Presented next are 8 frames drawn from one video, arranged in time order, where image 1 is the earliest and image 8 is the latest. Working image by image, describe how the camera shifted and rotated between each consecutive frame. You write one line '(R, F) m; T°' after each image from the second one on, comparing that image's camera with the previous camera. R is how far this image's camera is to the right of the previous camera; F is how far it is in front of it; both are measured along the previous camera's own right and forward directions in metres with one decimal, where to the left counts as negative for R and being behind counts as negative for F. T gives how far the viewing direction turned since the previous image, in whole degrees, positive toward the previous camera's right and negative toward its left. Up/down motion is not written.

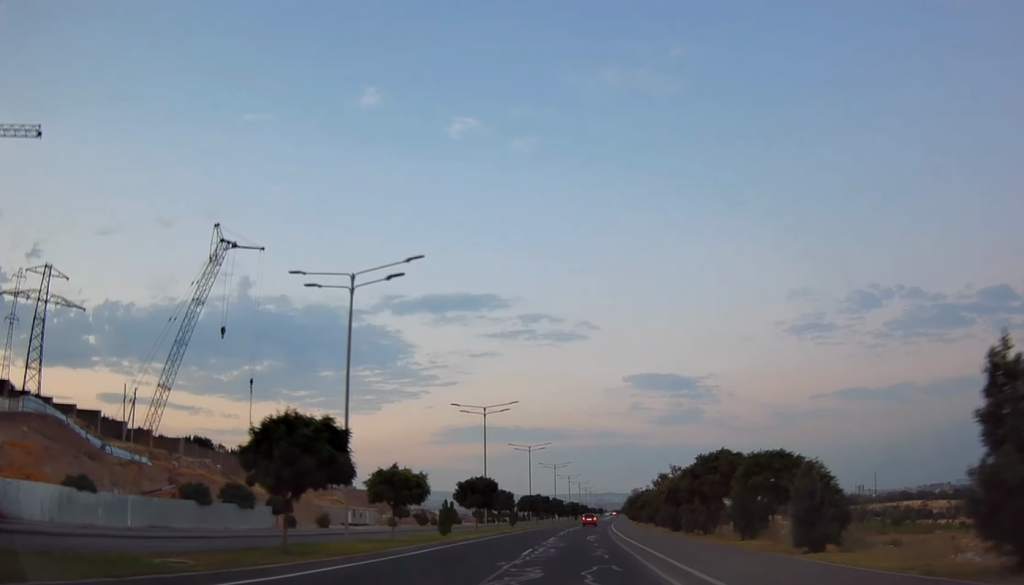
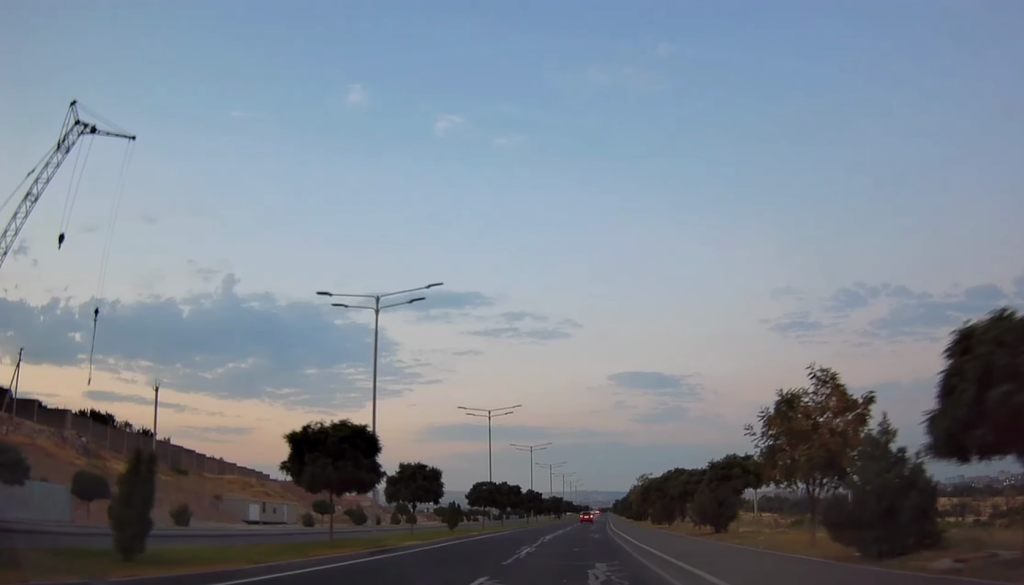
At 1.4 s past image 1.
(-0.2, +26.6) m; 0°
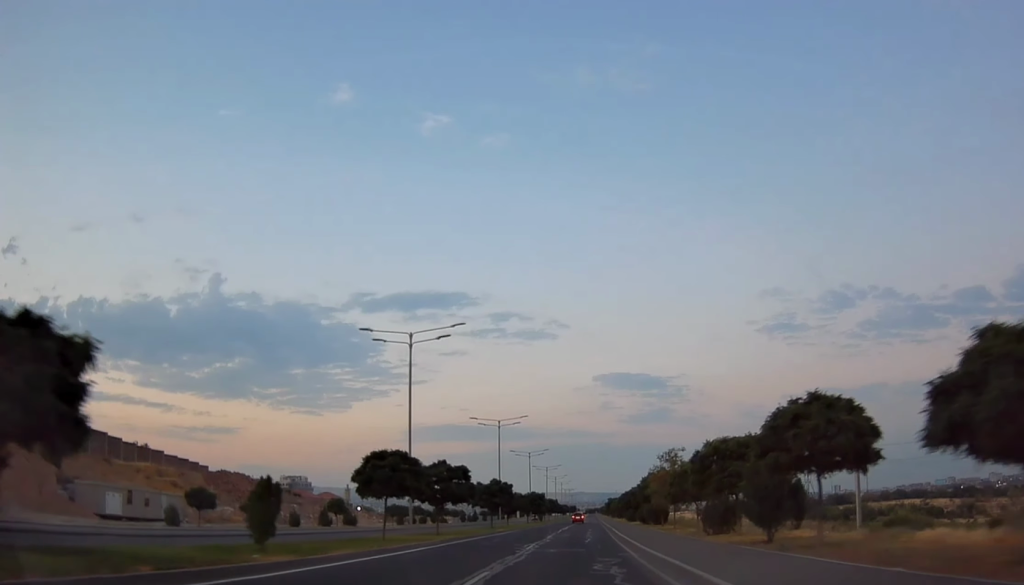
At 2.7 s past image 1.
(+0.1, +24.0) m; +2°
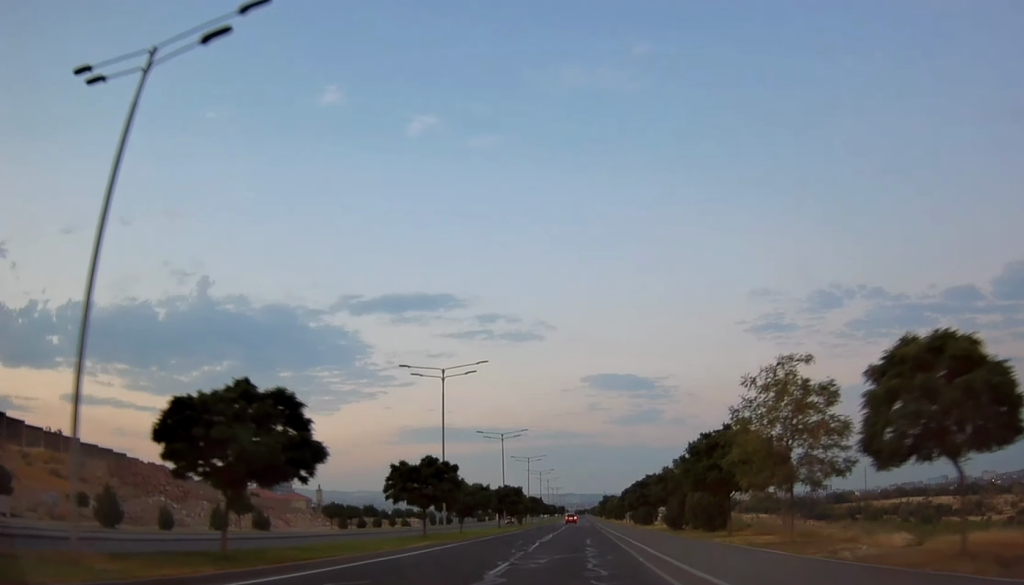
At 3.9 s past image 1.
(+0.6, +22.5) m; 0°
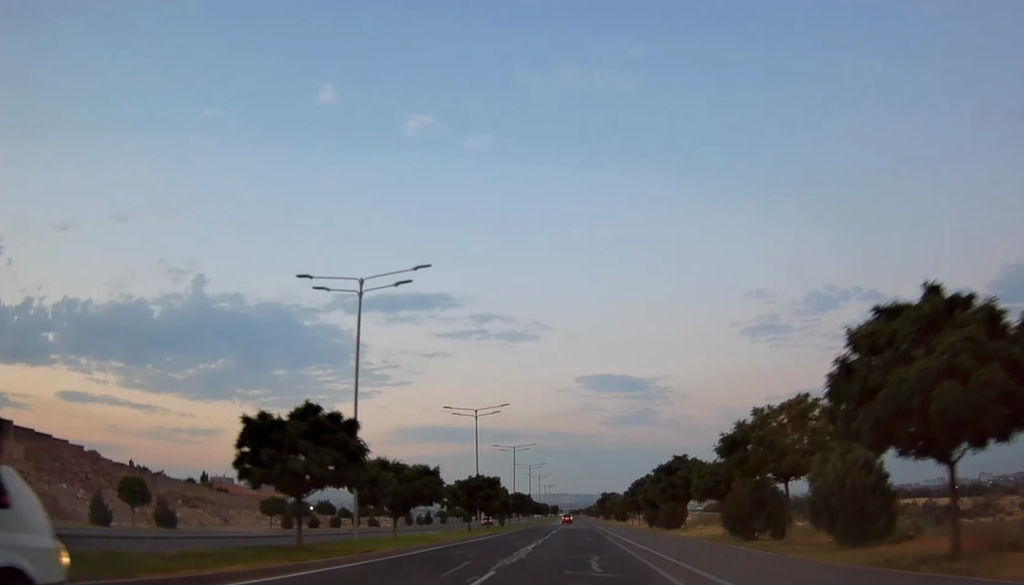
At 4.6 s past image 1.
(-0.5, +15.5) m; +1°
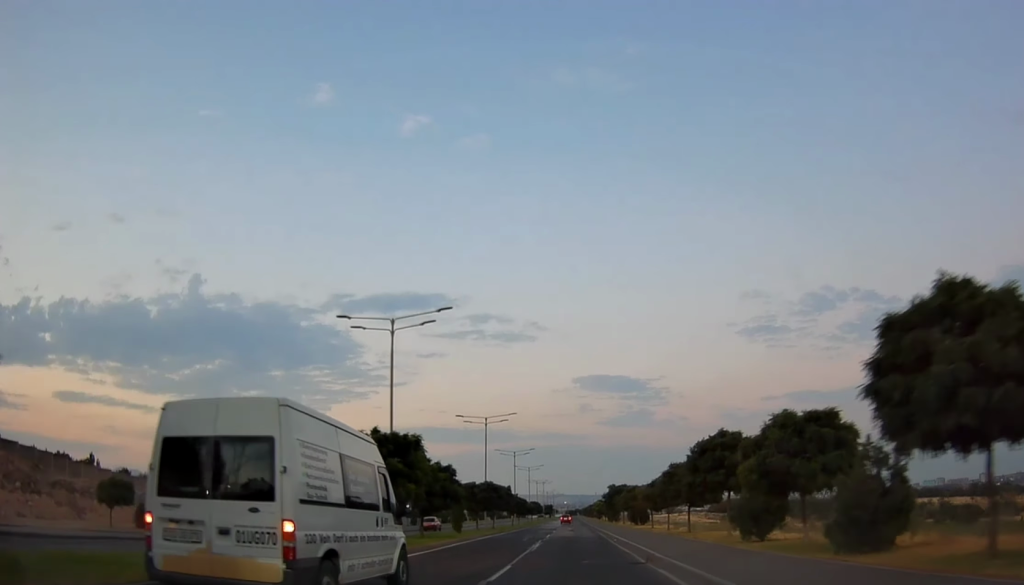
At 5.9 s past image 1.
(+0.8, +25.4) m; 0°
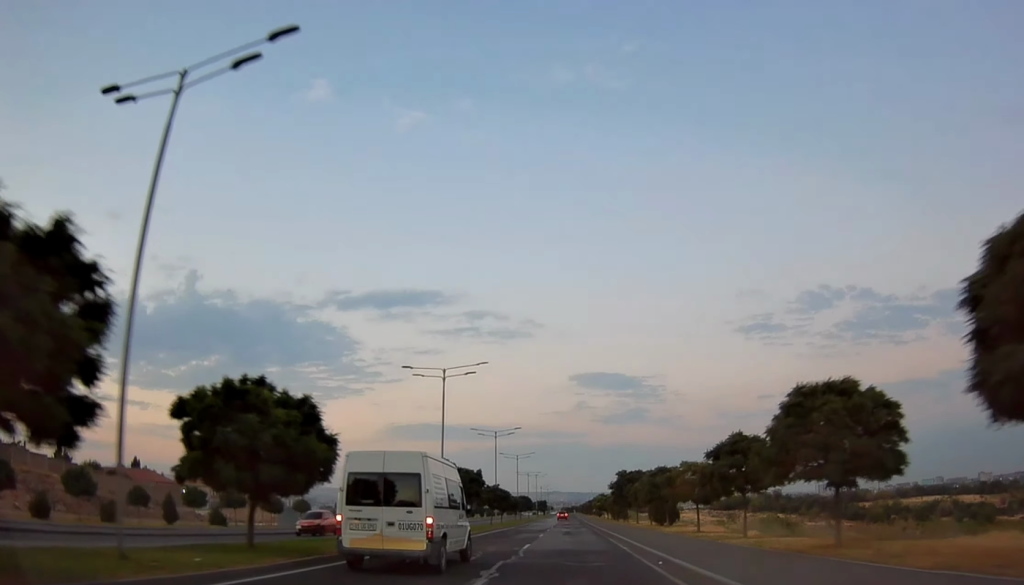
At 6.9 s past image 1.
(-0.6, +18.6) m; -1°
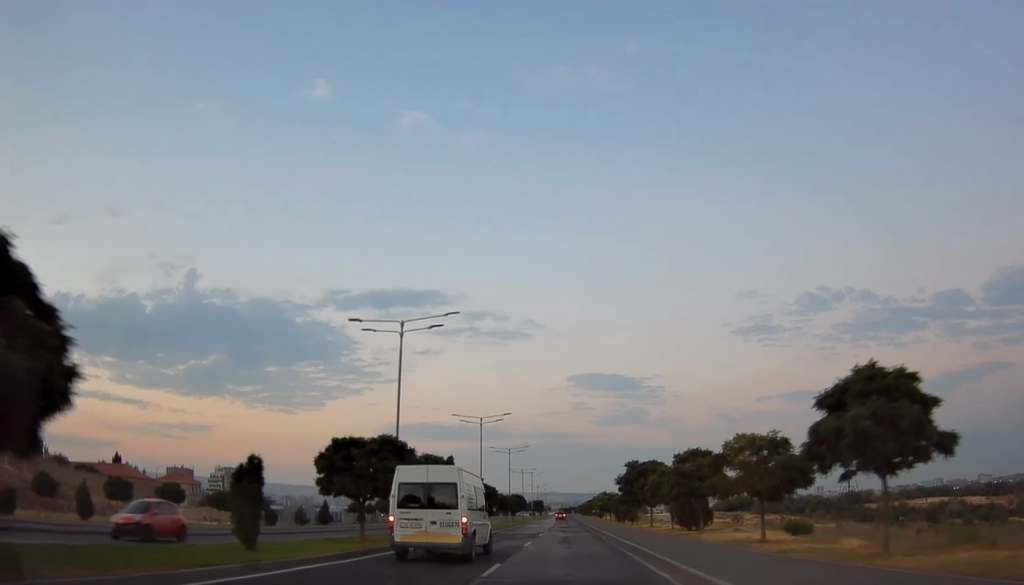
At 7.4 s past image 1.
(+0.2, +10.4) m; +1°
